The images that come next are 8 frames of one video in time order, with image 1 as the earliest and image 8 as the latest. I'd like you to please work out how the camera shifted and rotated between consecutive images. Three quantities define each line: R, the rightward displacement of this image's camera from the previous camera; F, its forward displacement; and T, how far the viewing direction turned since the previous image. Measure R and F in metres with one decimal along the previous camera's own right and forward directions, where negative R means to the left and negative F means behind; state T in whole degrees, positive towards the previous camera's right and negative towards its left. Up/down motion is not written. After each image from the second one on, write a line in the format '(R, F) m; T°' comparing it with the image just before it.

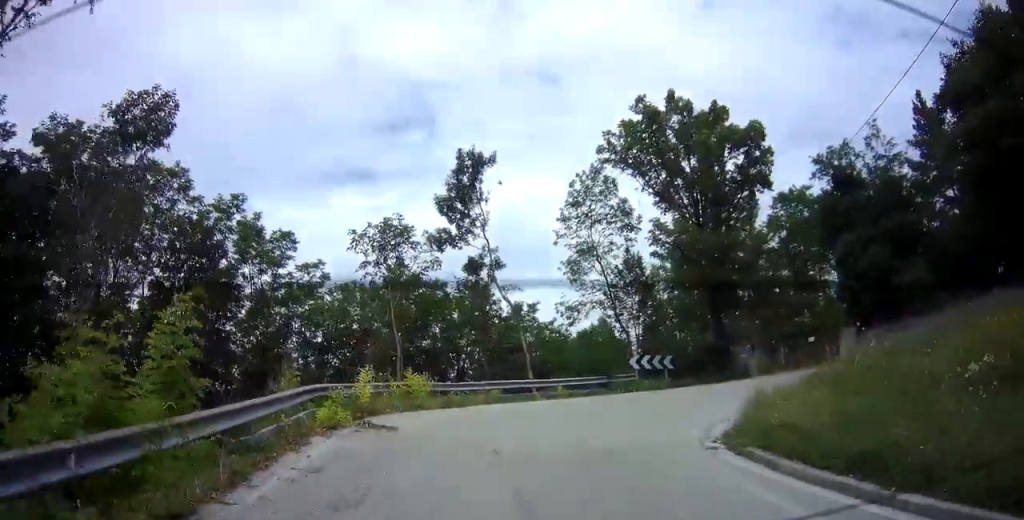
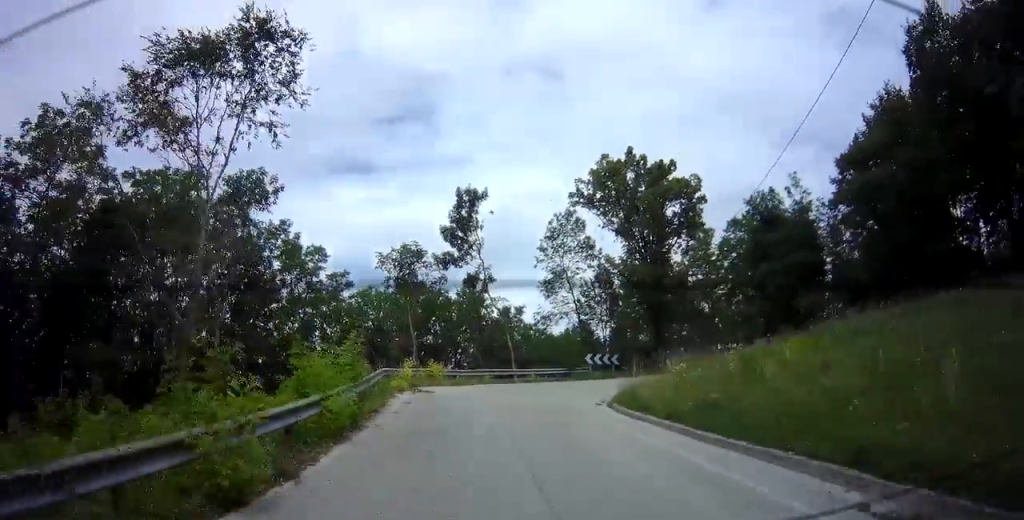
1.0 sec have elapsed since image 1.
(+0.9, +9.0) m; +10°
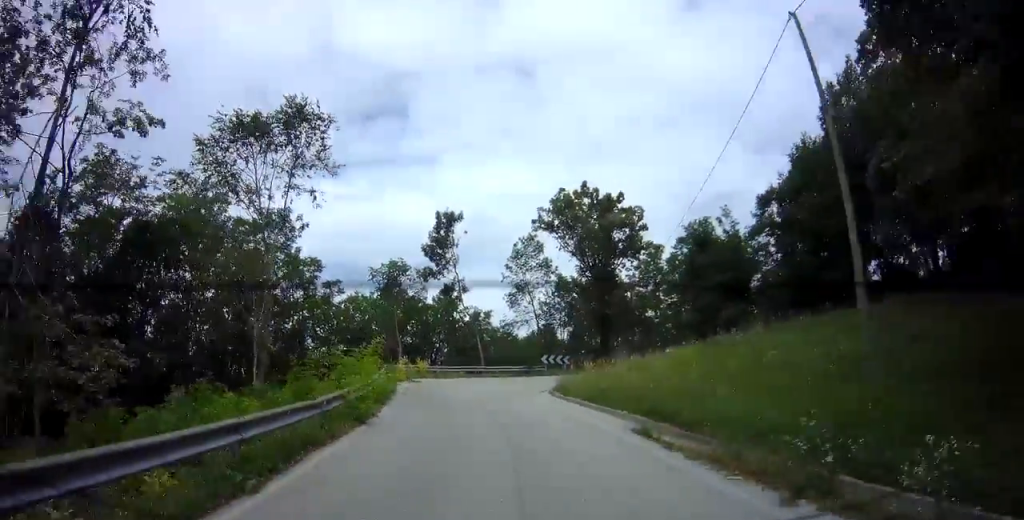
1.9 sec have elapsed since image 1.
(+0.4, +7.5) m; +6°
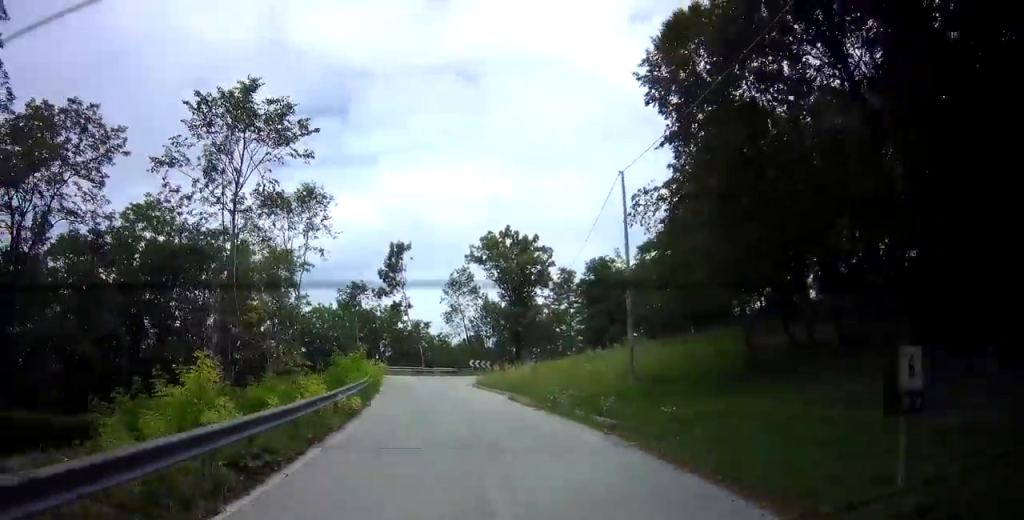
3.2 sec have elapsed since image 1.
(+0.4, +11.9) m; +4°
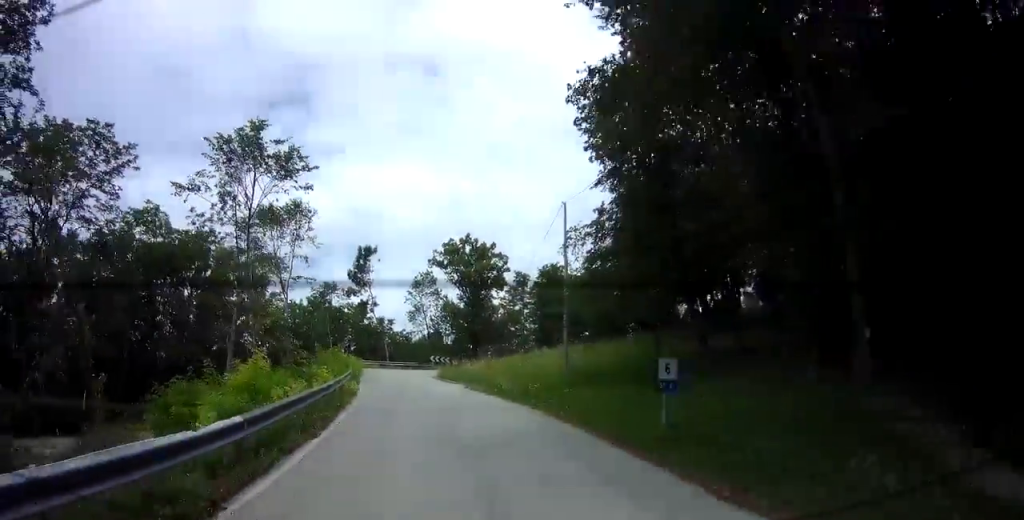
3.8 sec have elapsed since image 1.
(-0.1, +4.7) m; +2°
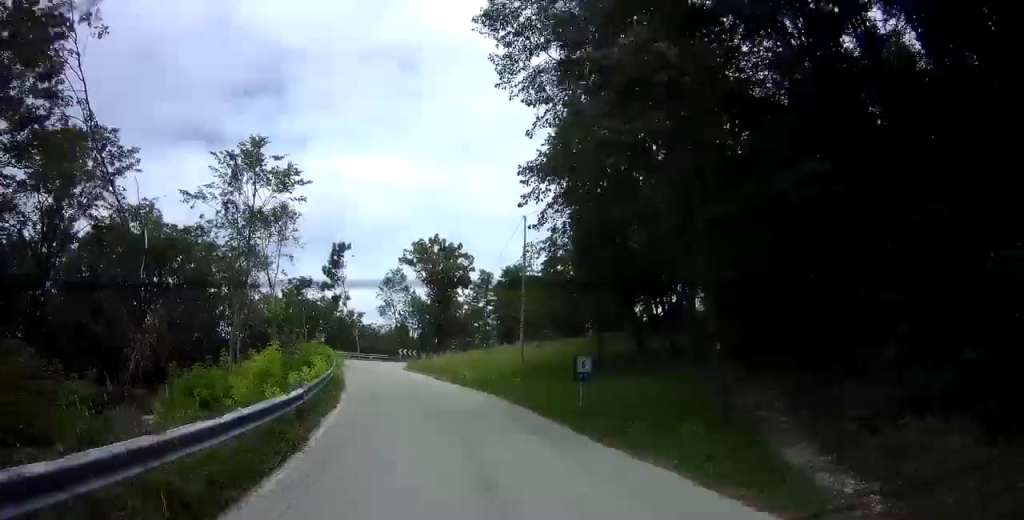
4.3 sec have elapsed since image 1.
(+0.5, +3.4) m; +1°
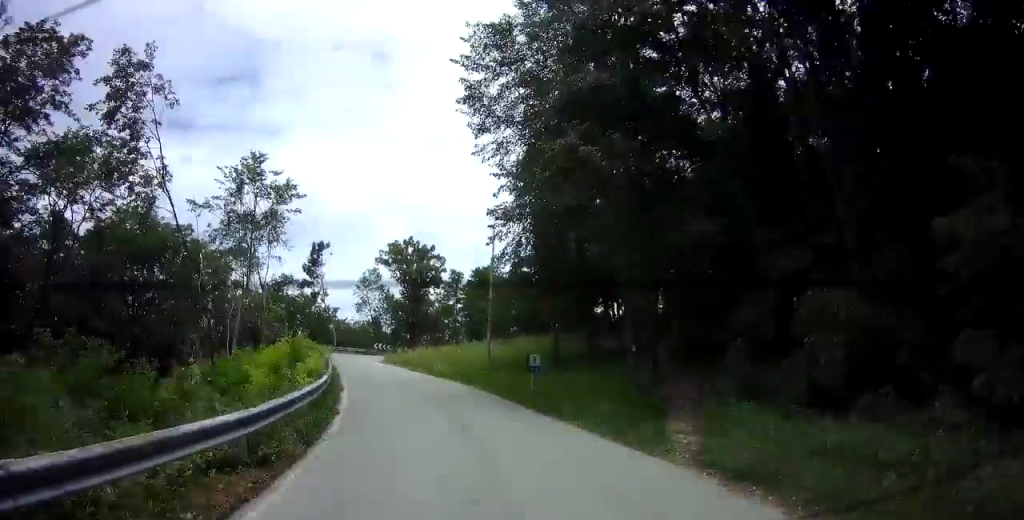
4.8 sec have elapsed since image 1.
(+0.2, +3.4) m; -2°
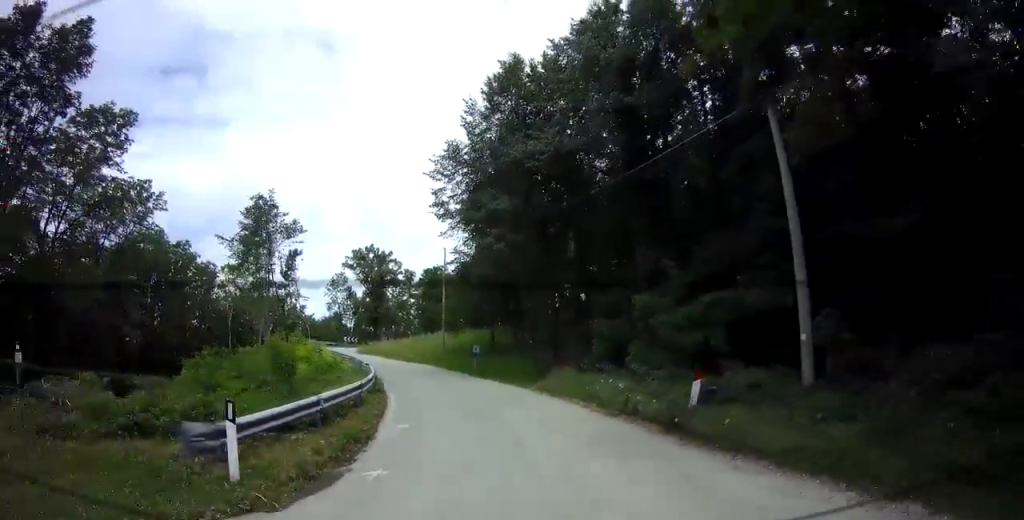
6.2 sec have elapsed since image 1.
(-2.5, +9.7) m; -20°
